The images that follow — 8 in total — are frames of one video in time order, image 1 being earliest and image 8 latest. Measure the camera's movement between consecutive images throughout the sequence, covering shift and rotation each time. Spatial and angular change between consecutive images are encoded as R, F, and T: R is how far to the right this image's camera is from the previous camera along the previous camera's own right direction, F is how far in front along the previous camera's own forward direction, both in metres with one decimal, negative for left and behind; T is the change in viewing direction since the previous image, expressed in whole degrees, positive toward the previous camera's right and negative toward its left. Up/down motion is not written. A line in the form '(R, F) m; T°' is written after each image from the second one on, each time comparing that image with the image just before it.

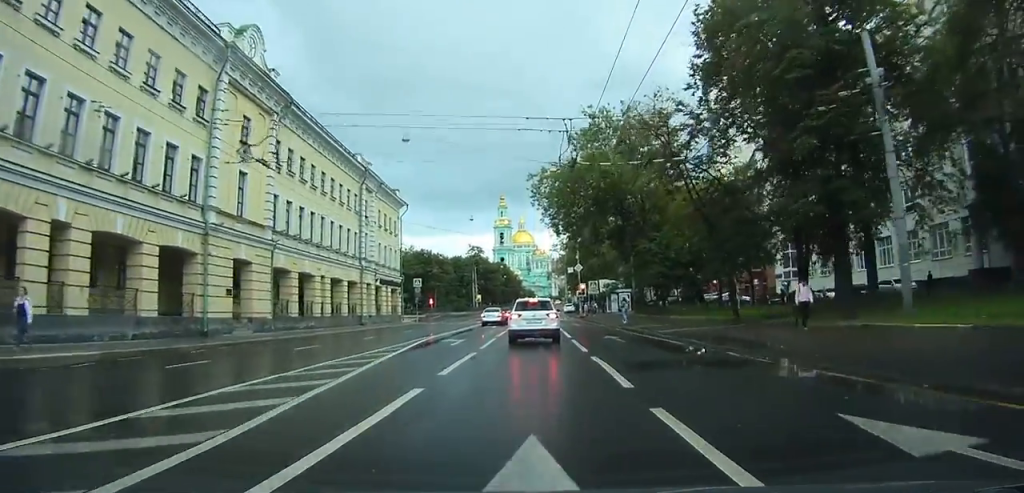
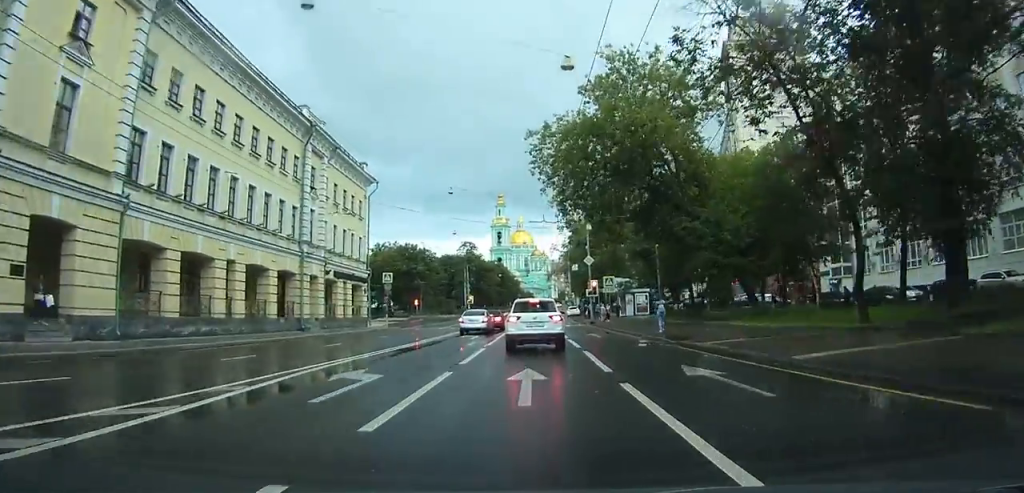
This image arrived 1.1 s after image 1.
(0.0, +14.2) m; -1°
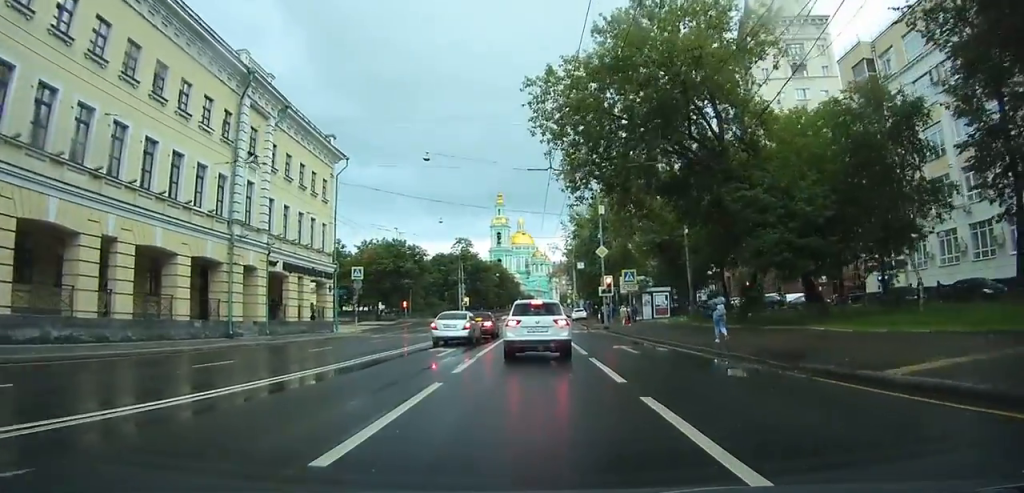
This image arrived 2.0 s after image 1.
(-0.2, +10.5) m; 0°
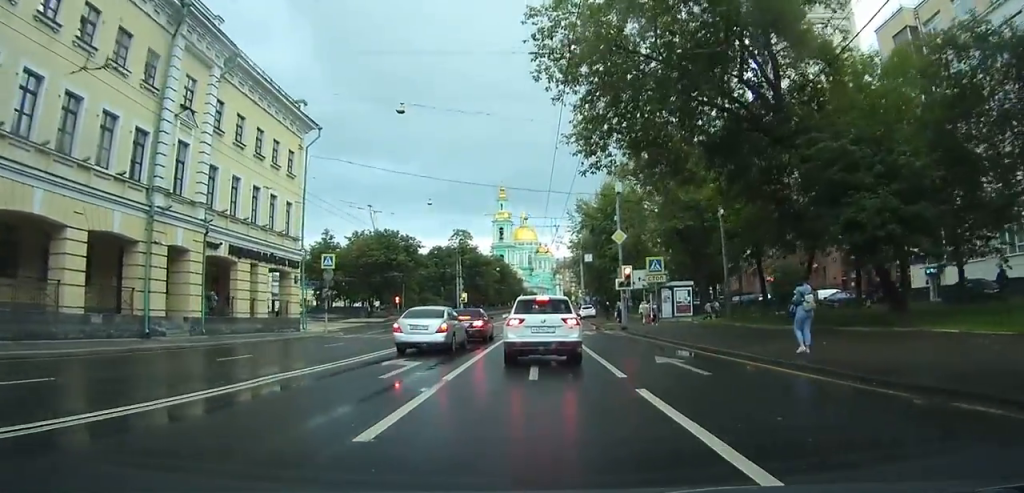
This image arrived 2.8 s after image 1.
(0.0, +8.2) m; +2°
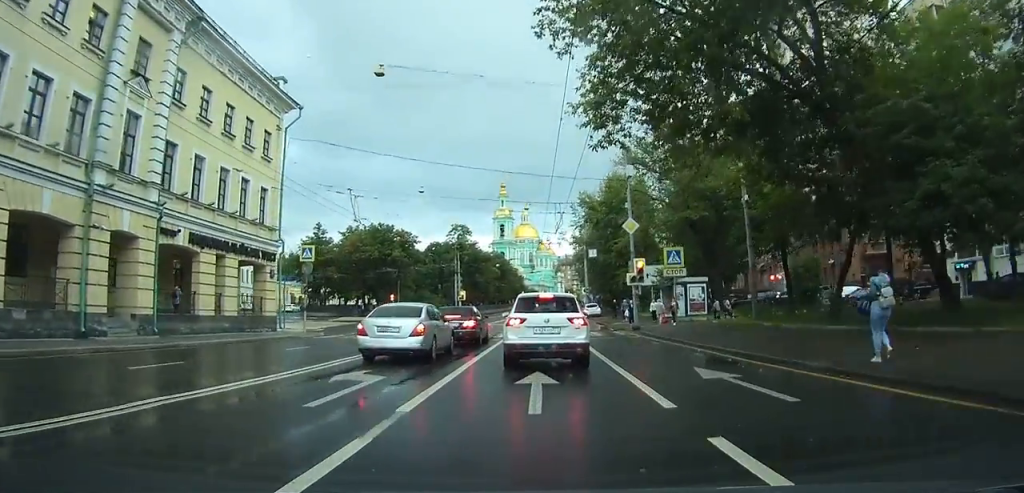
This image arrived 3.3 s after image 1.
(-0.1, +4.8) m; +2°
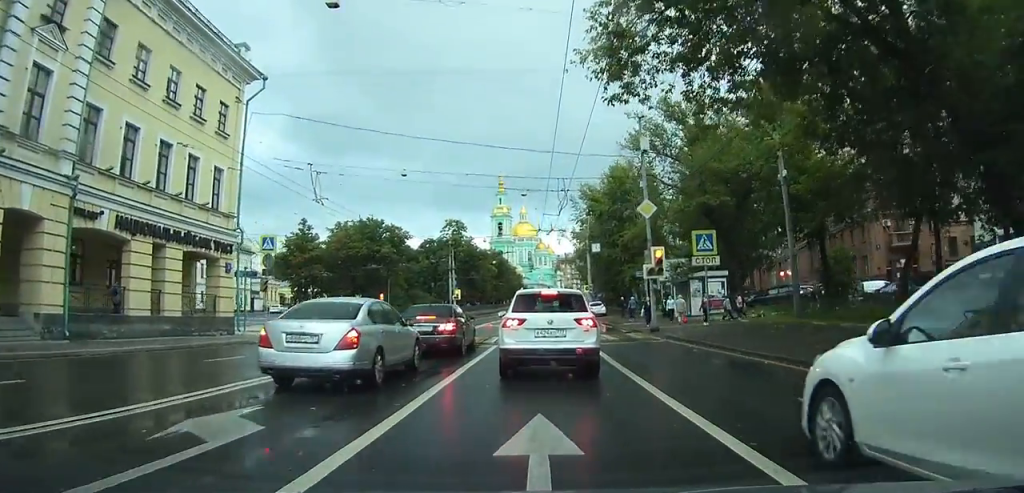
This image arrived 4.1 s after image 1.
(+0.4, +6.4) m; +4°
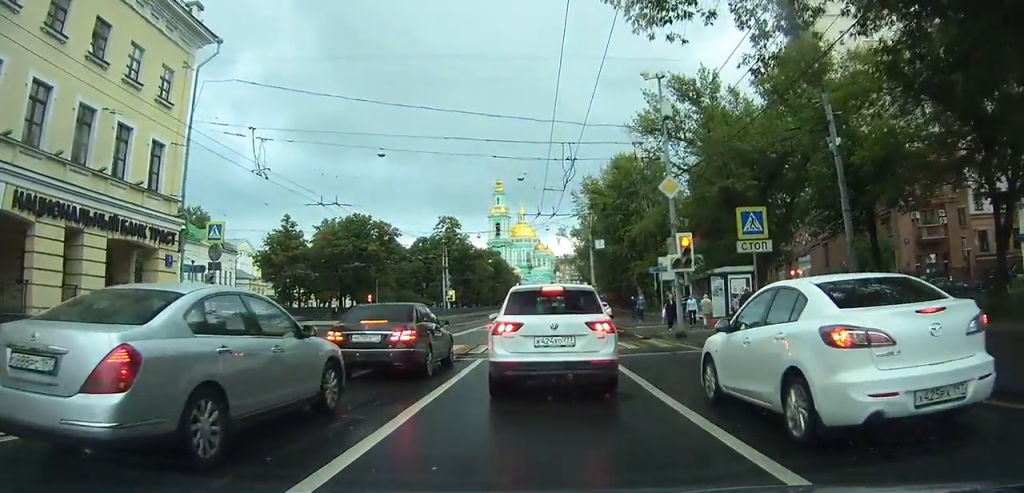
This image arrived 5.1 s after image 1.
(+0.1, +6.7) m; 0°
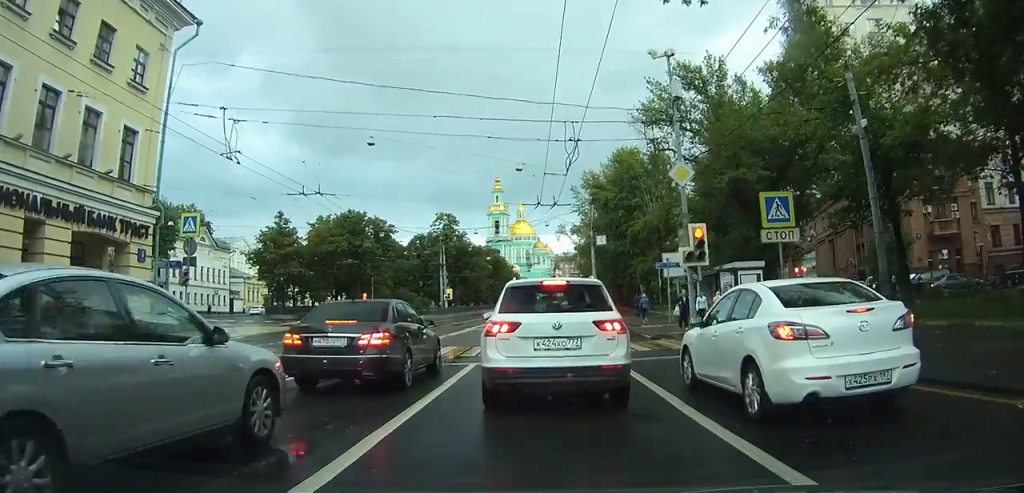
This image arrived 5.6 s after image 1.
(0.0, +2.4) m; -2°
